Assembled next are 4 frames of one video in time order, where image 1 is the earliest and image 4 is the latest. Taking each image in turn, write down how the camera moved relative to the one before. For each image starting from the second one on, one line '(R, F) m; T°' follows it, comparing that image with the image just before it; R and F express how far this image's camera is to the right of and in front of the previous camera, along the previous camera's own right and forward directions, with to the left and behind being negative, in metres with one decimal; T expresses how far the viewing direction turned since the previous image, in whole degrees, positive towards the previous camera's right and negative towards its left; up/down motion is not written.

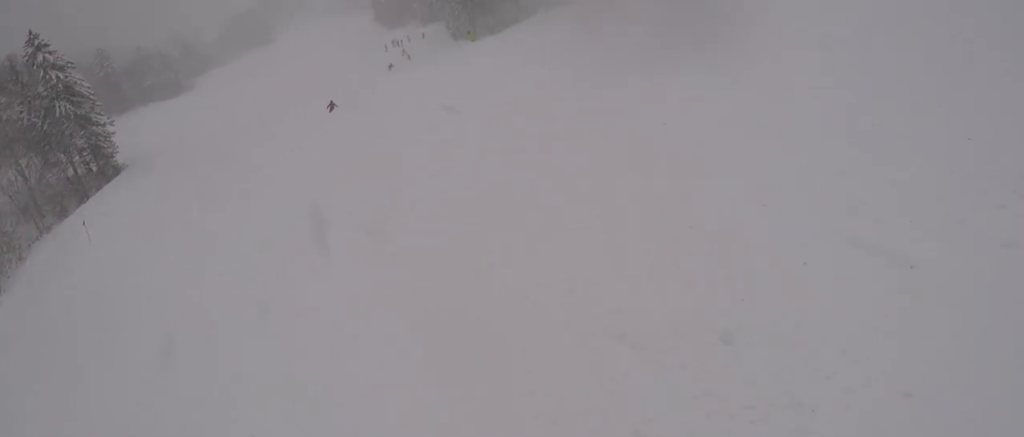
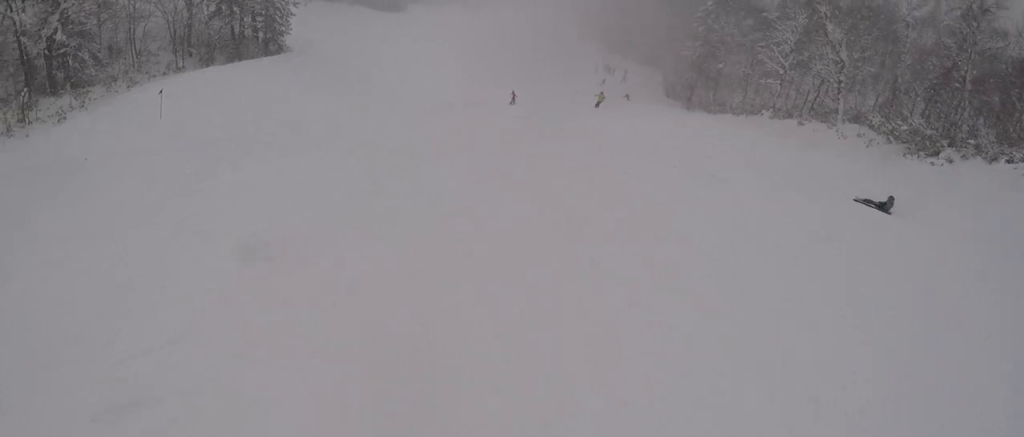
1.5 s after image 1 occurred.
(+1.7, +7.4) m; +5°
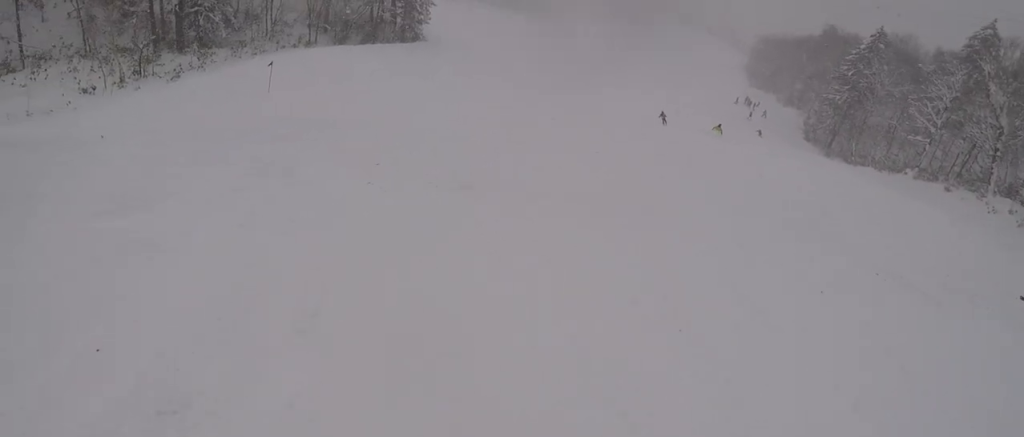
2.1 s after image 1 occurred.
(-0.5, +2.6) m; -21°
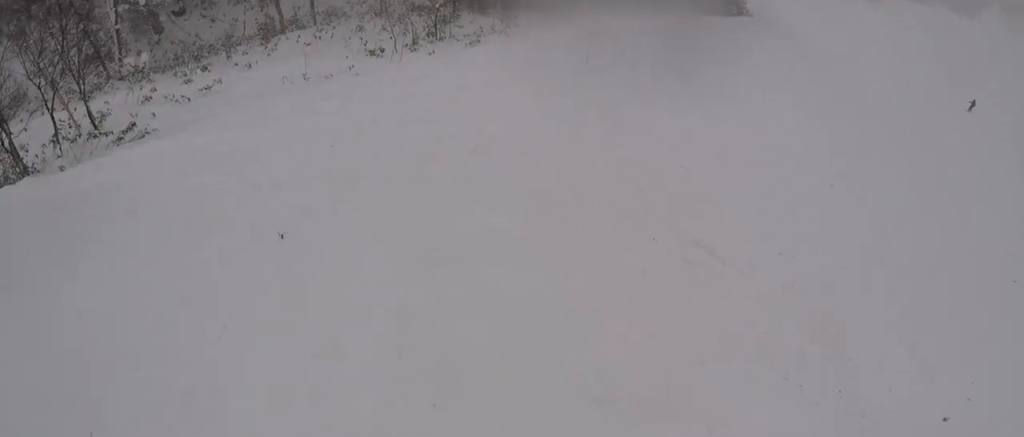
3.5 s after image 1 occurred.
(-2.3, +5.6) m; -5°
